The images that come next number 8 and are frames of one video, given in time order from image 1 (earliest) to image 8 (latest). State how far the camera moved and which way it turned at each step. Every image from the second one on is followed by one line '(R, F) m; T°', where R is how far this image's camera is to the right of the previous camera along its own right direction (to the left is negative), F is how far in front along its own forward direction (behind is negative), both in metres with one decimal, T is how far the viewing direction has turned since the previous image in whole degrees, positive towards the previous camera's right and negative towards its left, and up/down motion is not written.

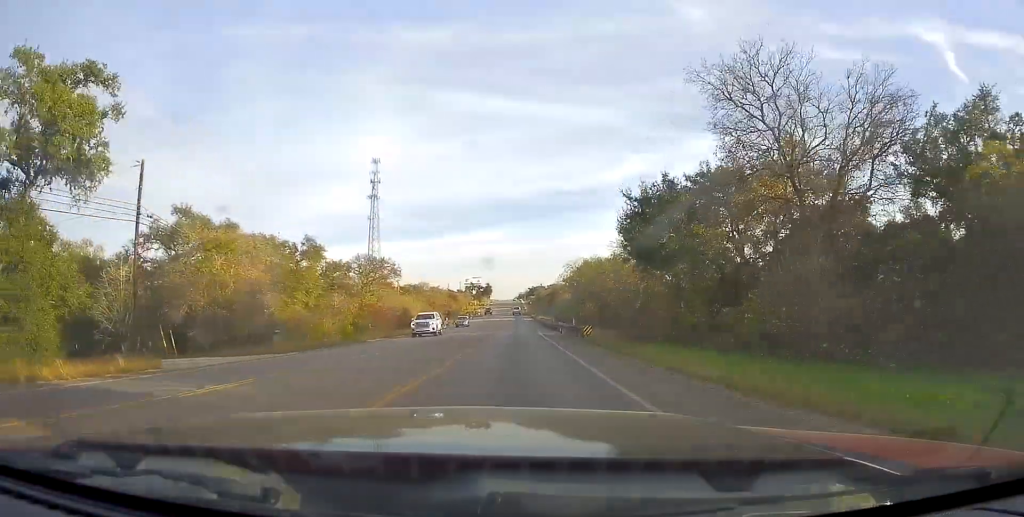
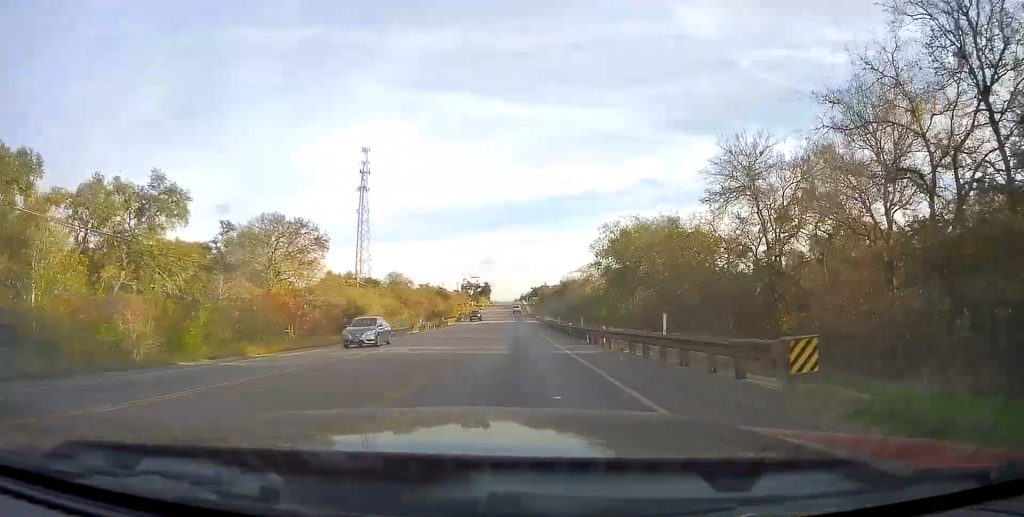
(-0.6, +26.4) m; -1°
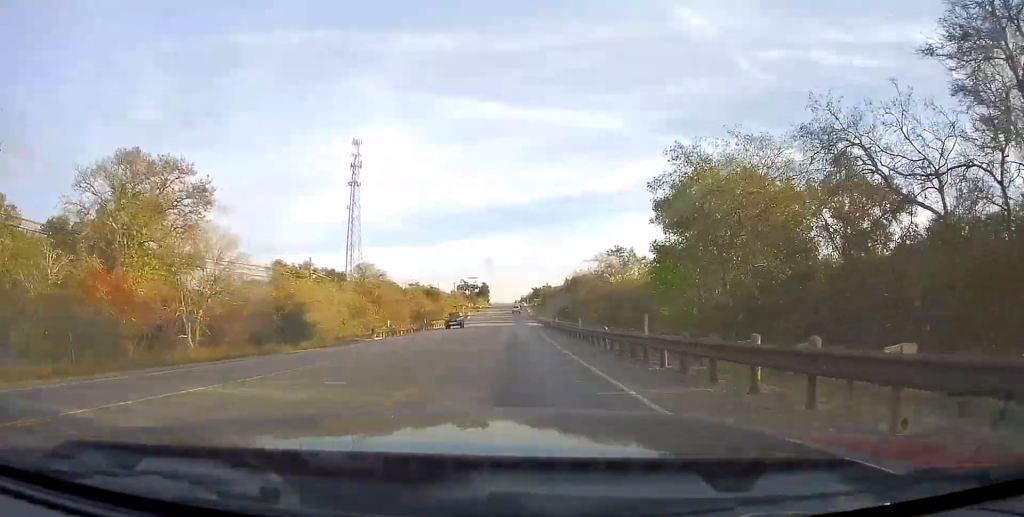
(0.0, +16.9) m; 0°
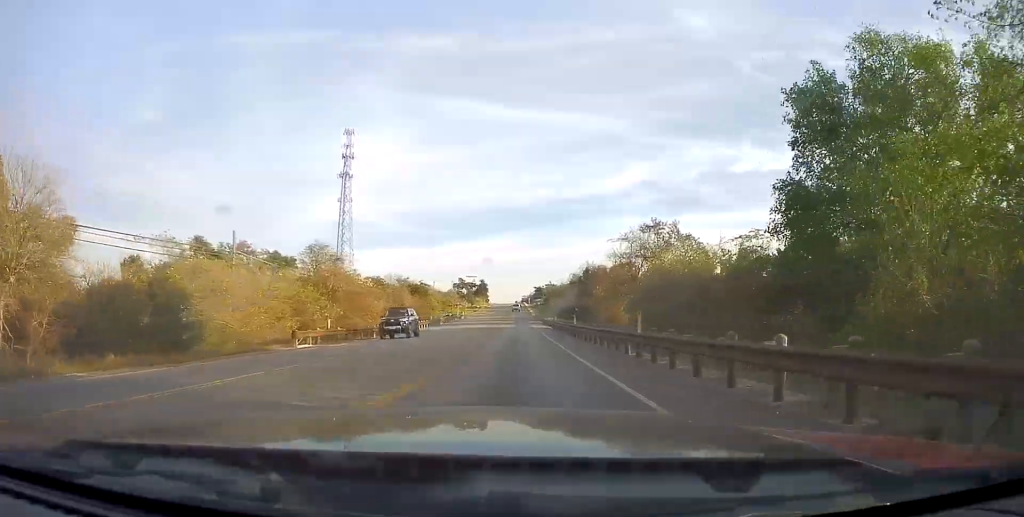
(0.0, +16.4) m; 0°
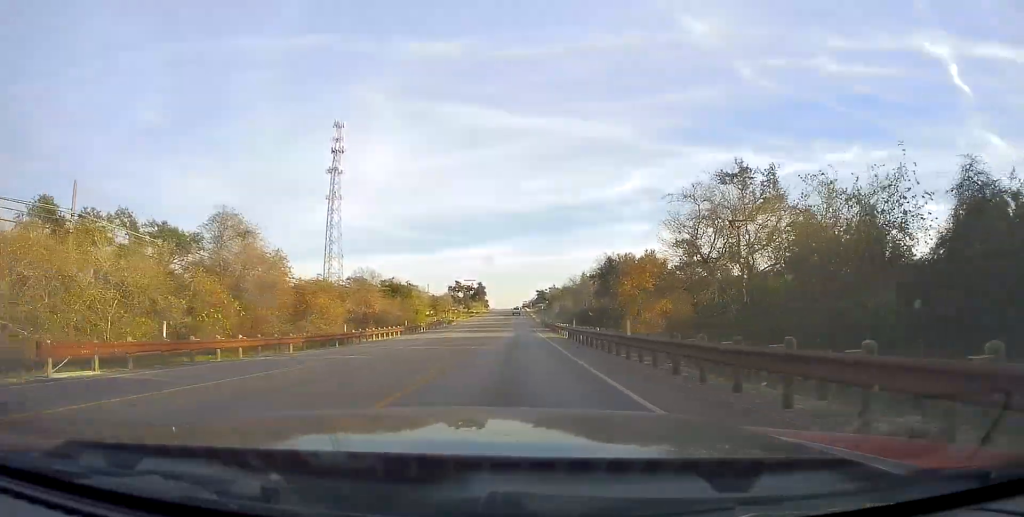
(+0.2, +17.5) m; 0°
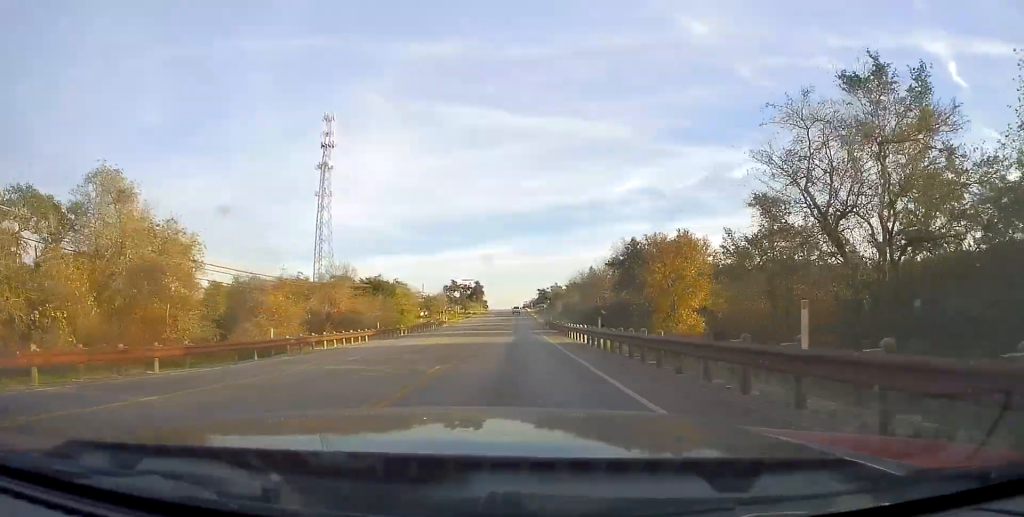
(-0.1, +11.8) m; 0°
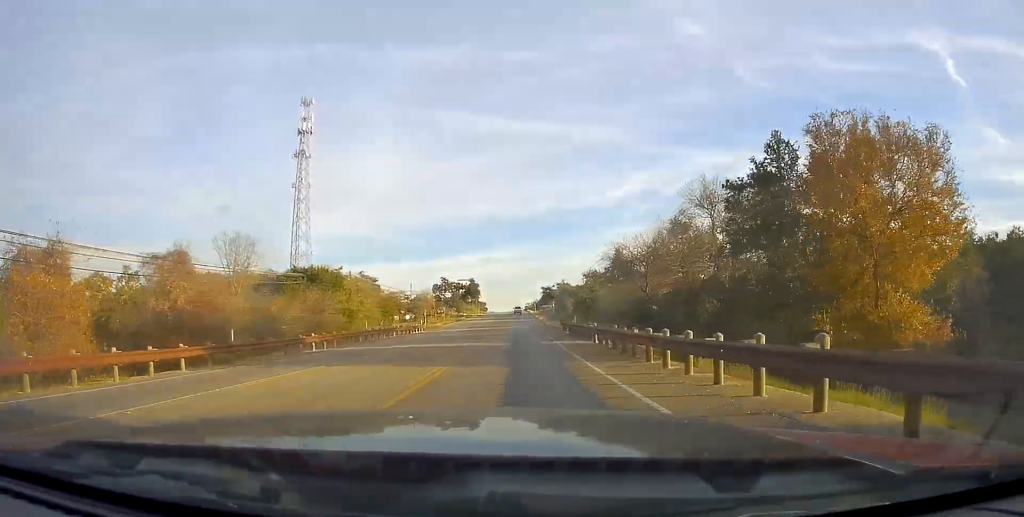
(-0.2, +25.1) m; 0°
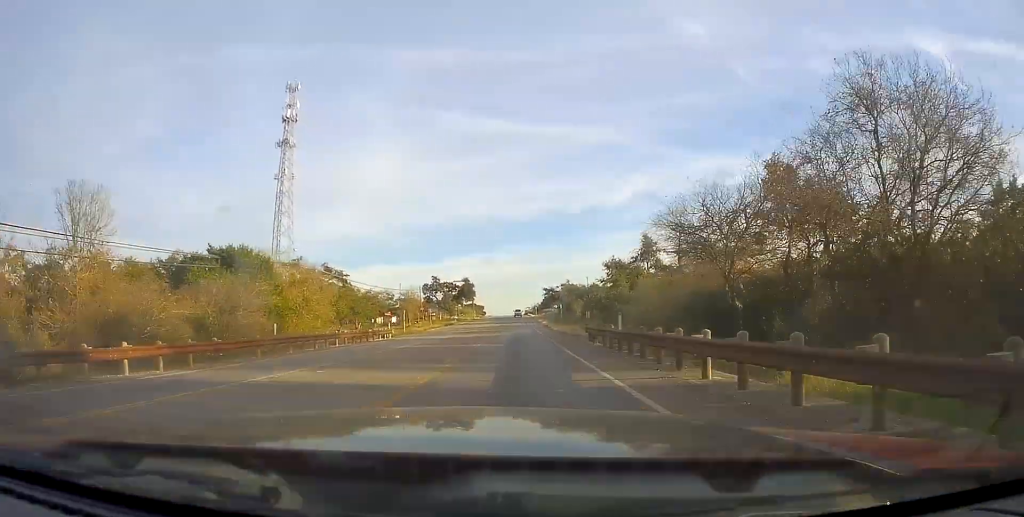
(+0.2, +16.6) m; 0°
